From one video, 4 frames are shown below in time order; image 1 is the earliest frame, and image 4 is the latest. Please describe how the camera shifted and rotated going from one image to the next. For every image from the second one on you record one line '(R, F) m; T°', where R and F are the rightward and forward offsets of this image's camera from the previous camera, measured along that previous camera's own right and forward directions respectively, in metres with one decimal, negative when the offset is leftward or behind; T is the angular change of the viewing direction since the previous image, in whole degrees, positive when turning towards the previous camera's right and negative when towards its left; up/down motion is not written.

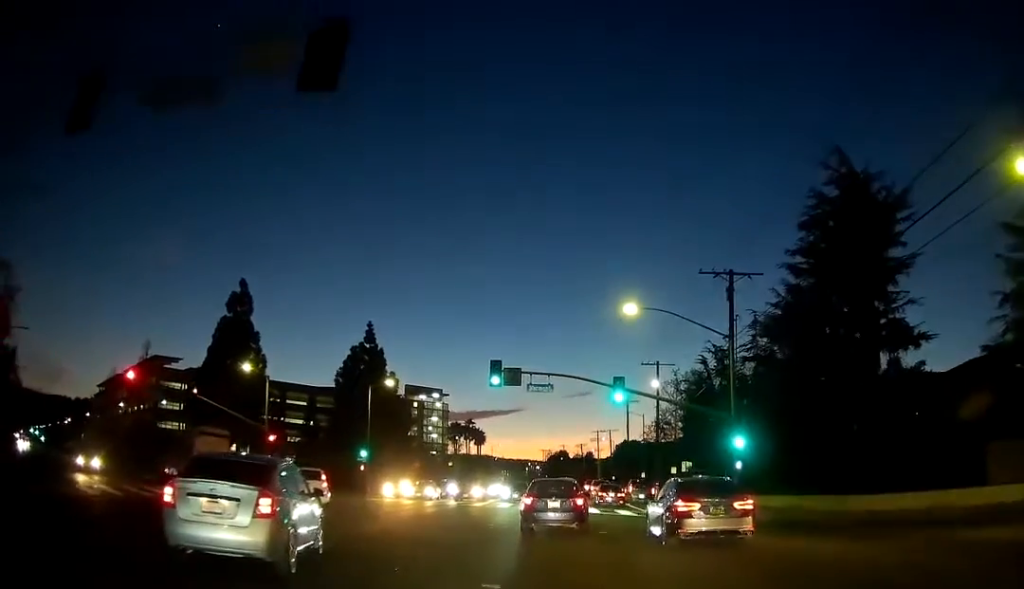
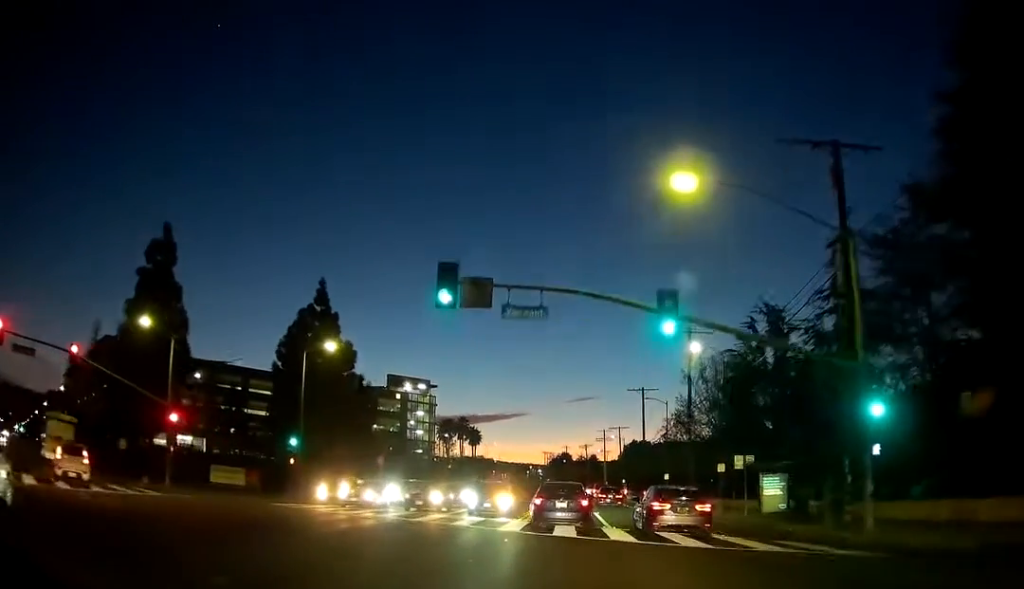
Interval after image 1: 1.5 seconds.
(+0.2, +16.3) m; 0°
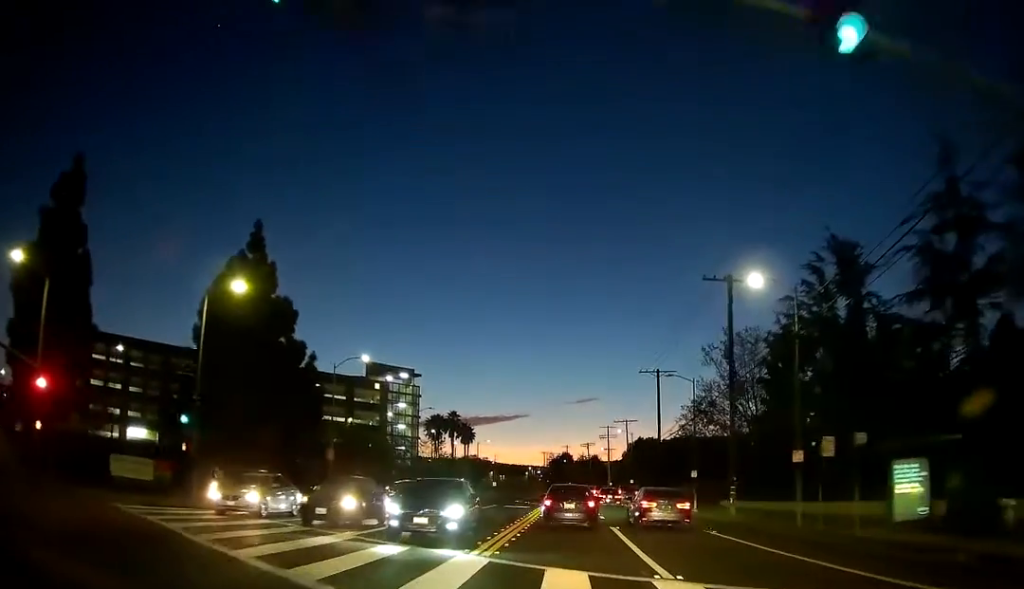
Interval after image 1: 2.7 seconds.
(-0.1, +13.5) m; -1°
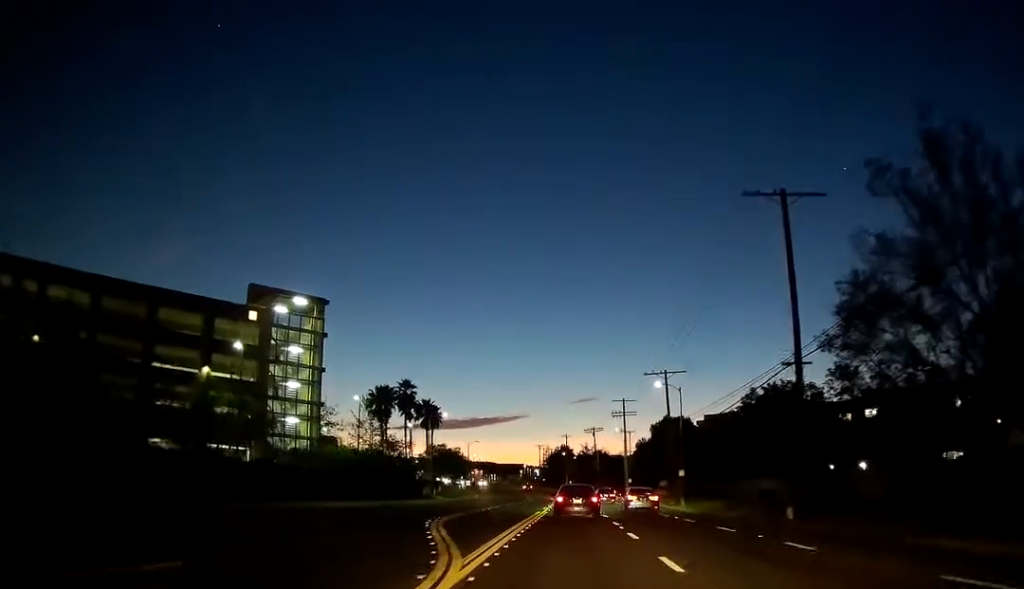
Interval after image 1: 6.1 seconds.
(+0.3, +44.4) m; 0°
